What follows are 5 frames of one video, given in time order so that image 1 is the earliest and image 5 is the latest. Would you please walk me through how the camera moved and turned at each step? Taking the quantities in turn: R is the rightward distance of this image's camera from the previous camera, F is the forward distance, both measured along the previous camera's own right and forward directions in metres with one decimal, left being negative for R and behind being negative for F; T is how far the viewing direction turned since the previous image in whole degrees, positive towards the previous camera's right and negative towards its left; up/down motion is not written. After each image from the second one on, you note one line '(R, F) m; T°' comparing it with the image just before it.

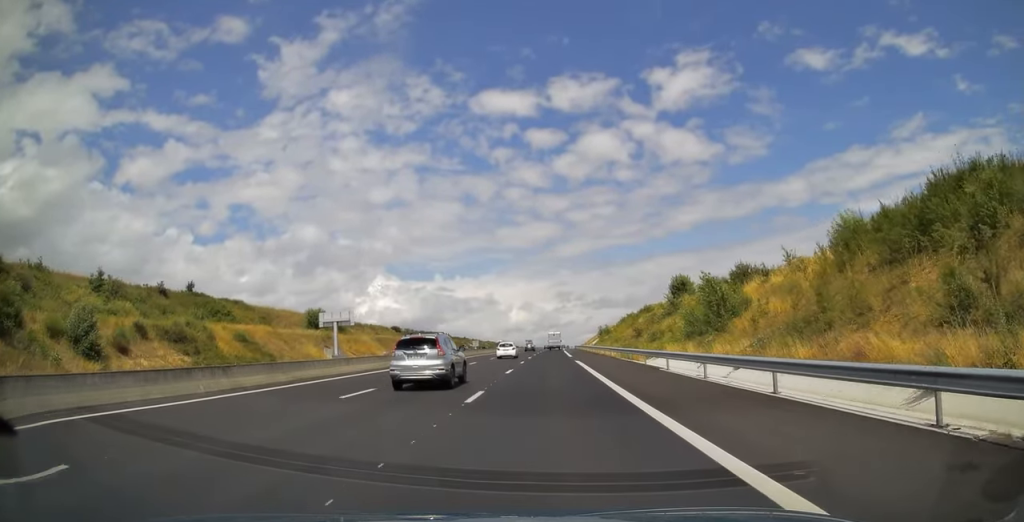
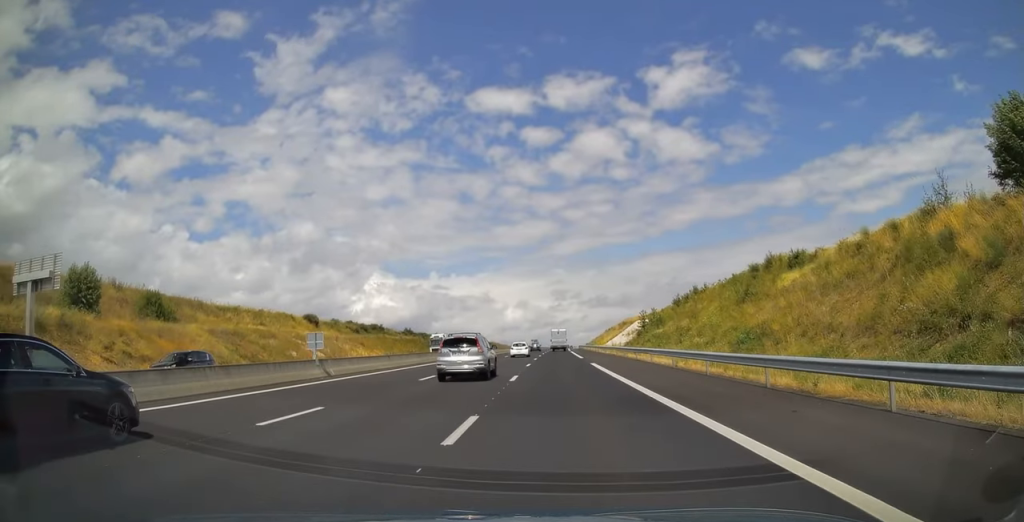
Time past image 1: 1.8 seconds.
(+0.1, +57.6) m; 0°
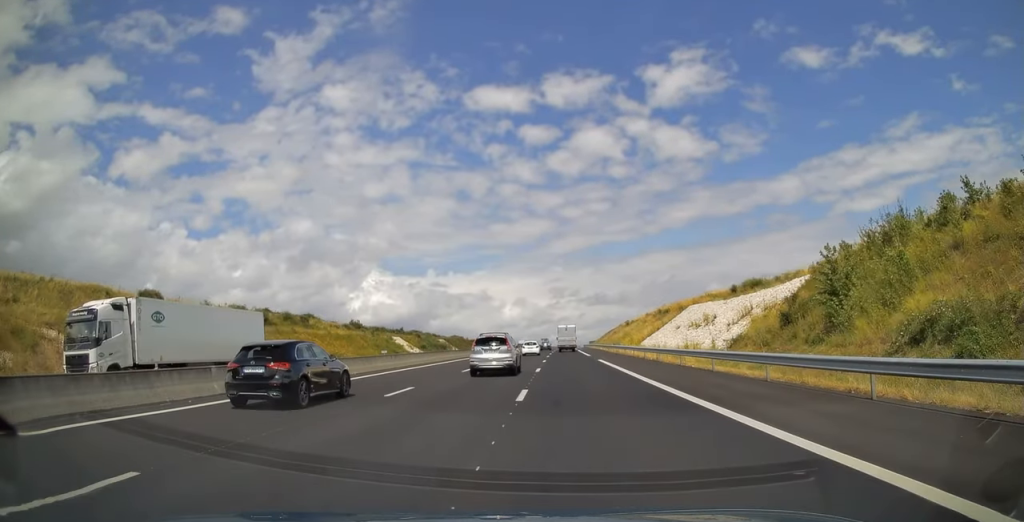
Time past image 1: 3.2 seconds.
(+0.5, +46.2) m; +1°
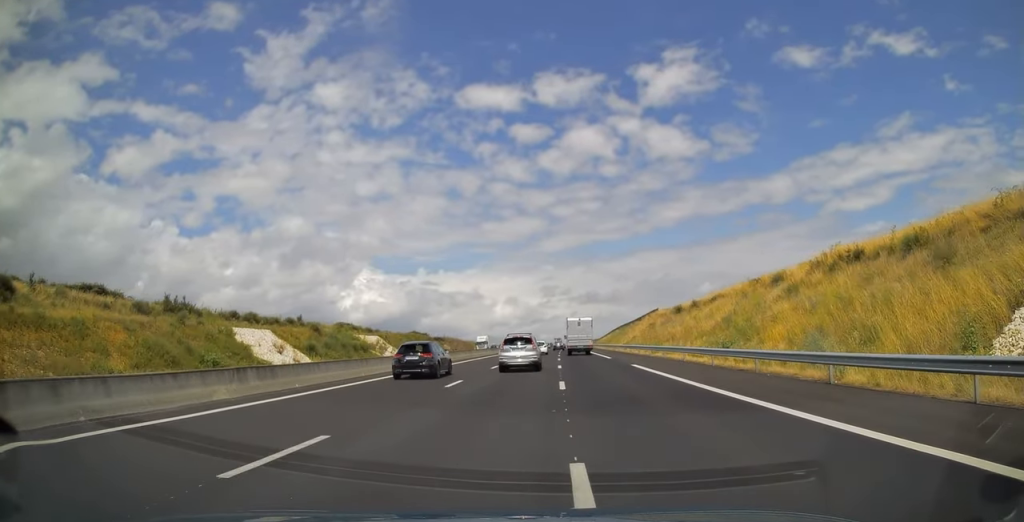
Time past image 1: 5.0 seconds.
(-0.1, +62.1) m; 0°
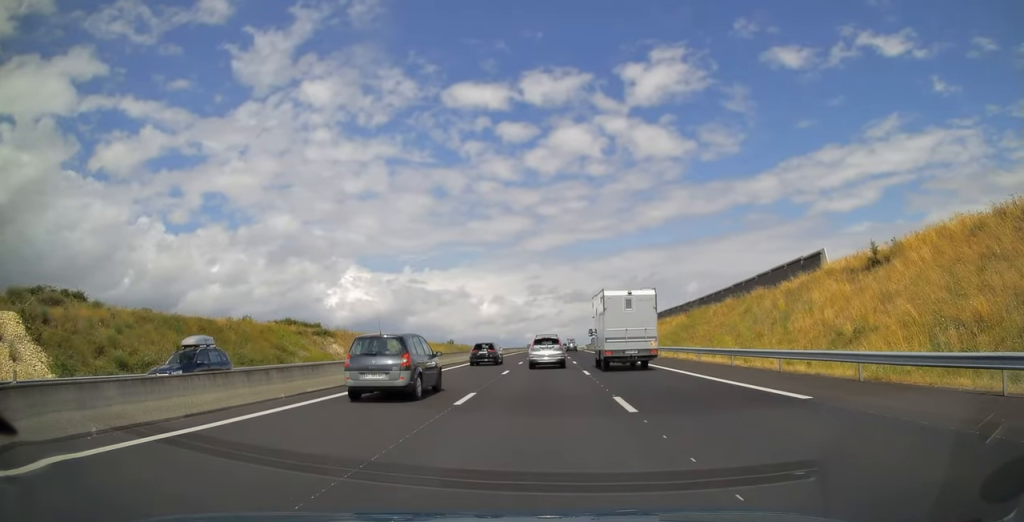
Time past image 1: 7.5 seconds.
(+0.5, +83.4) m; +1°
